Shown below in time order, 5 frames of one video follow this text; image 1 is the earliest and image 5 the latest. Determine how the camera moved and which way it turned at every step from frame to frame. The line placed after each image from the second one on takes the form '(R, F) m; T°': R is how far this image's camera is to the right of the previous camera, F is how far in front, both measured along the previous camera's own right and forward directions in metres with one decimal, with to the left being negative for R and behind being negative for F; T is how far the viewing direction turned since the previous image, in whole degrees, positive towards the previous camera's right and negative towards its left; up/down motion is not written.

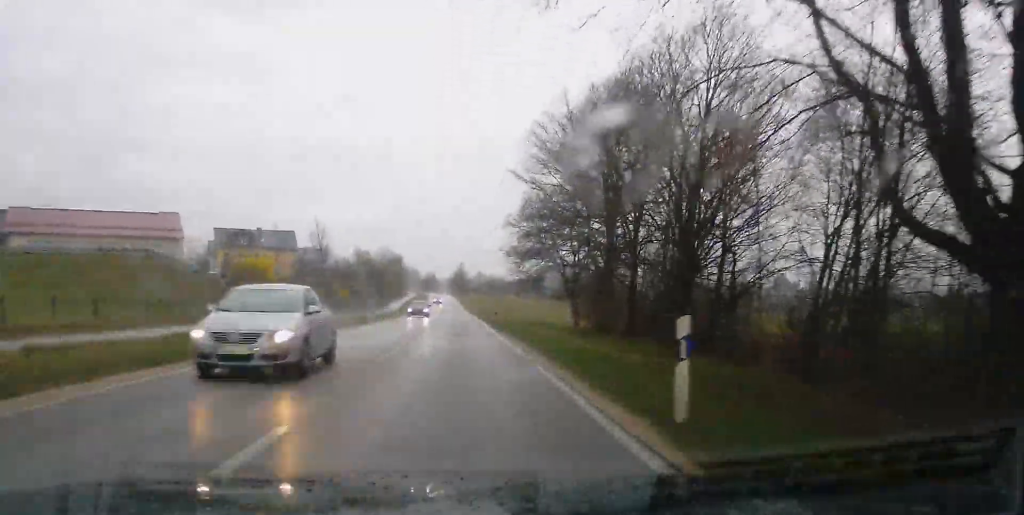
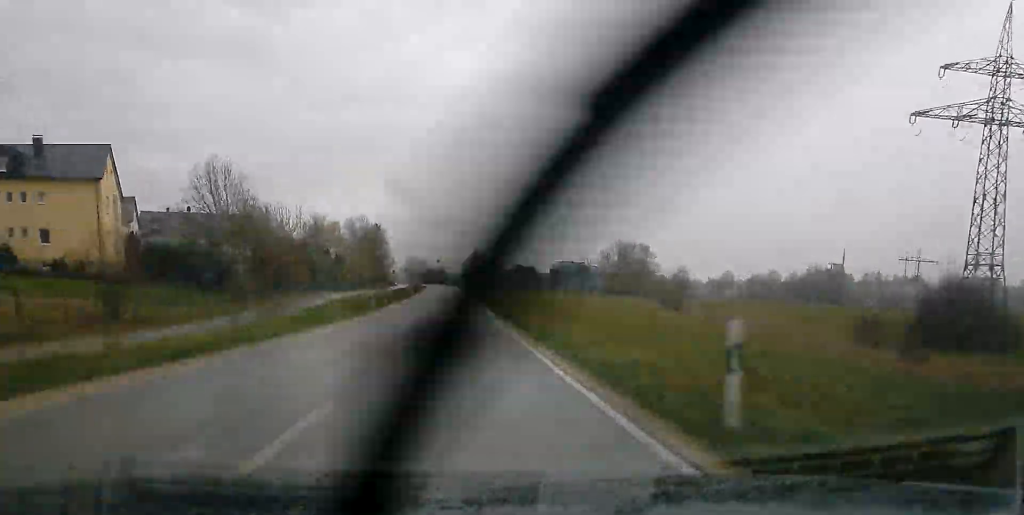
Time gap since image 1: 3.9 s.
(-1.1, +81.2) m; -1°
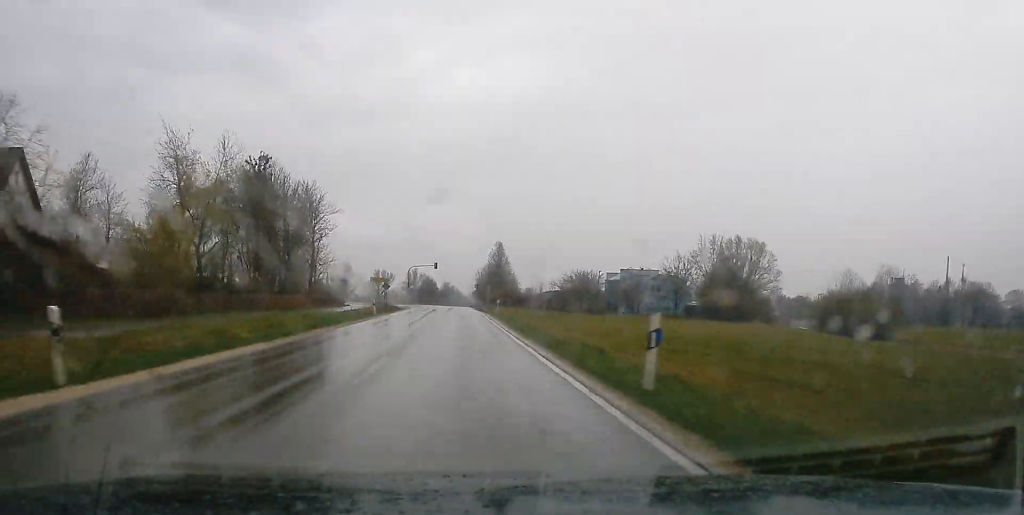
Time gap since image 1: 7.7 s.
(-0.5, +71.9) m; -1°
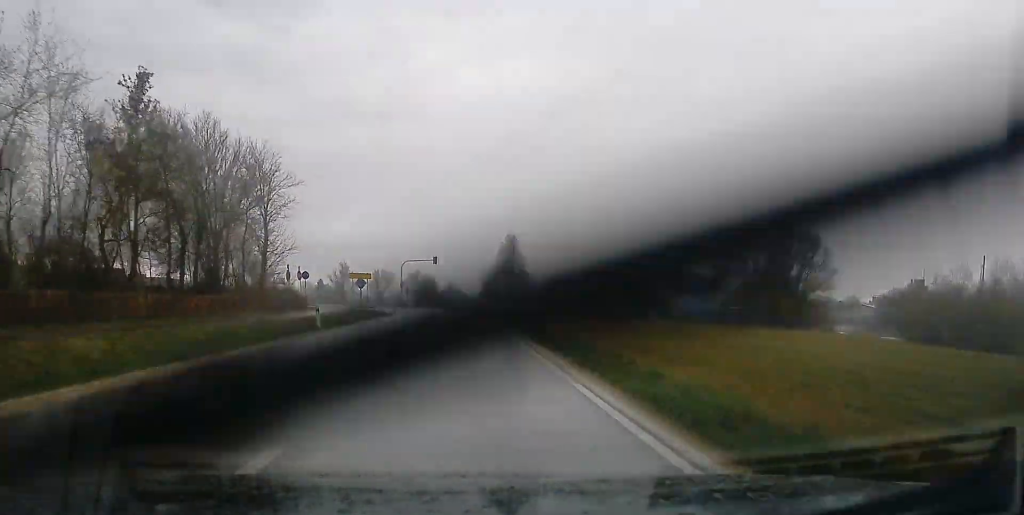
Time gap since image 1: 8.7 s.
(0.0, +19.4) m; 0°
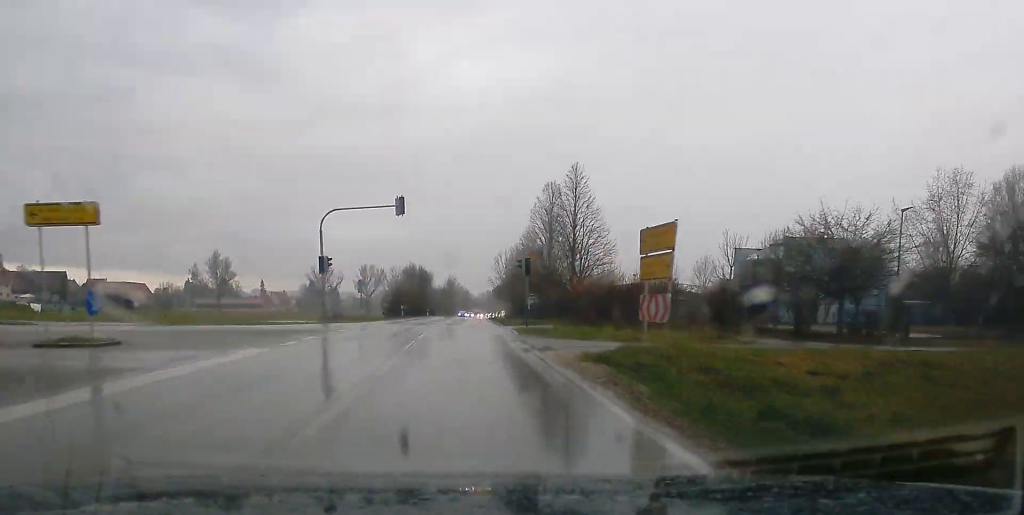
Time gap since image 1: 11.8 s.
(+0.1, +53.7) m; 0°
